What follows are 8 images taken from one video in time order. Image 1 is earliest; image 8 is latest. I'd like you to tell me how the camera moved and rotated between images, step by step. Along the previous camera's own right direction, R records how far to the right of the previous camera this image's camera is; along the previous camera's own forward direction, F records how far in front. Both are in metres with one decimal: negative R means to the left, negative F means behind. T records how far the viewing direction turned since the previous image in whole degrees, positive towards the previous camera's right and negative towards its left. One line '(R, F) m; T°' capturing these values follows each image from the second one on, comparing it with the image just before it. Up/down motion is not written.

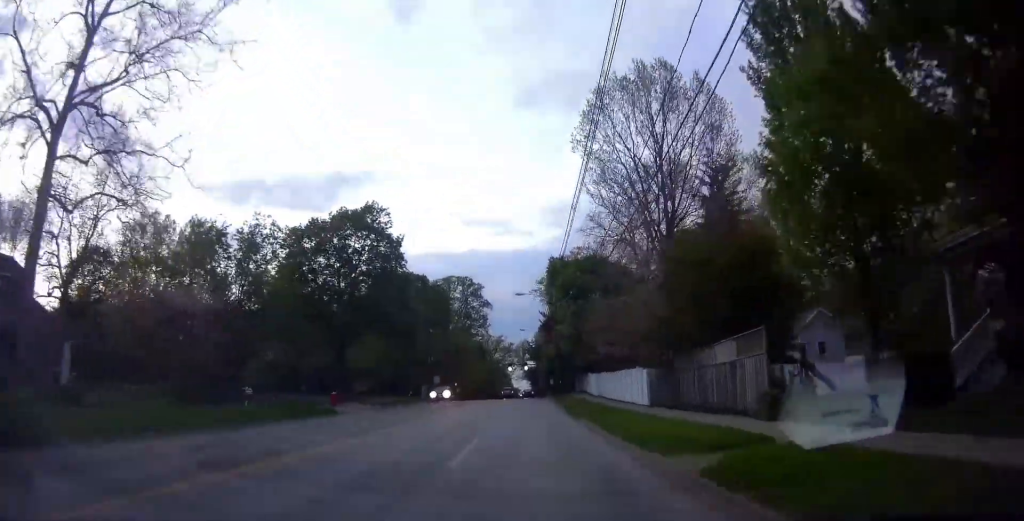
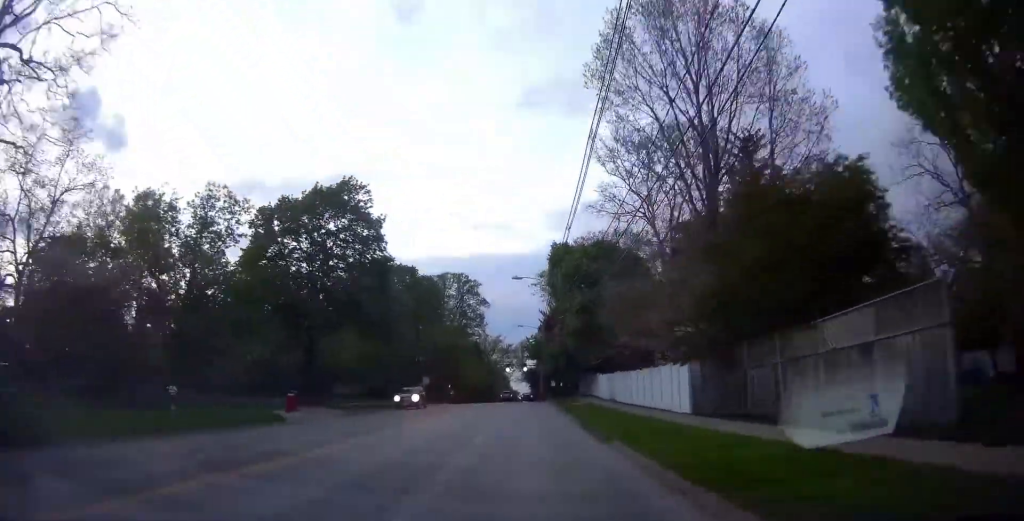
(0.0, +7.9) m; 0°
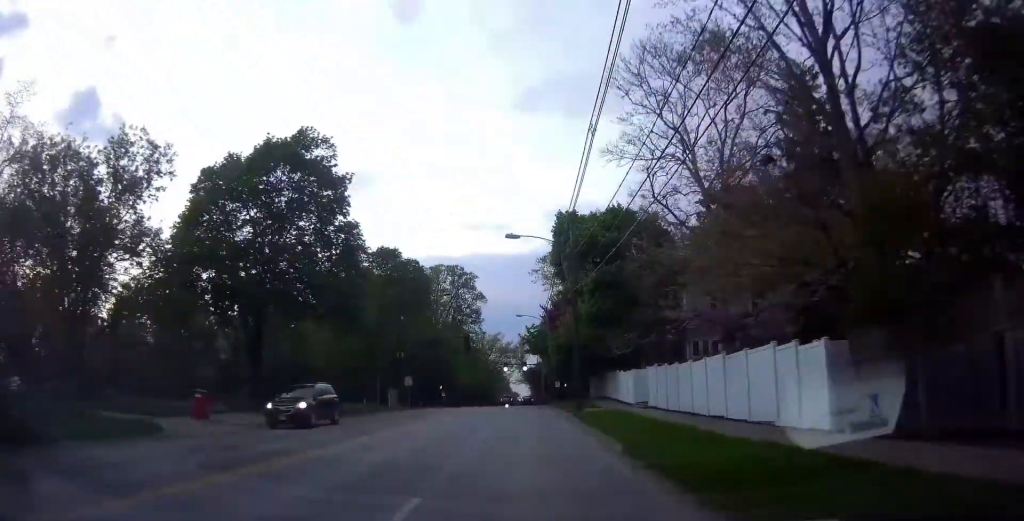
(0.0, +10.7) m; 0°
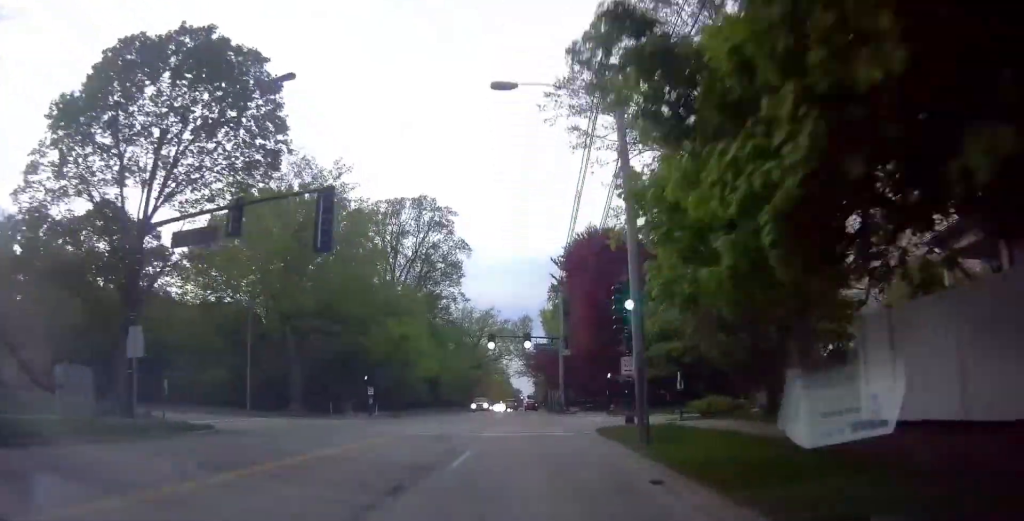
(0.0, +43.8) m; 0°
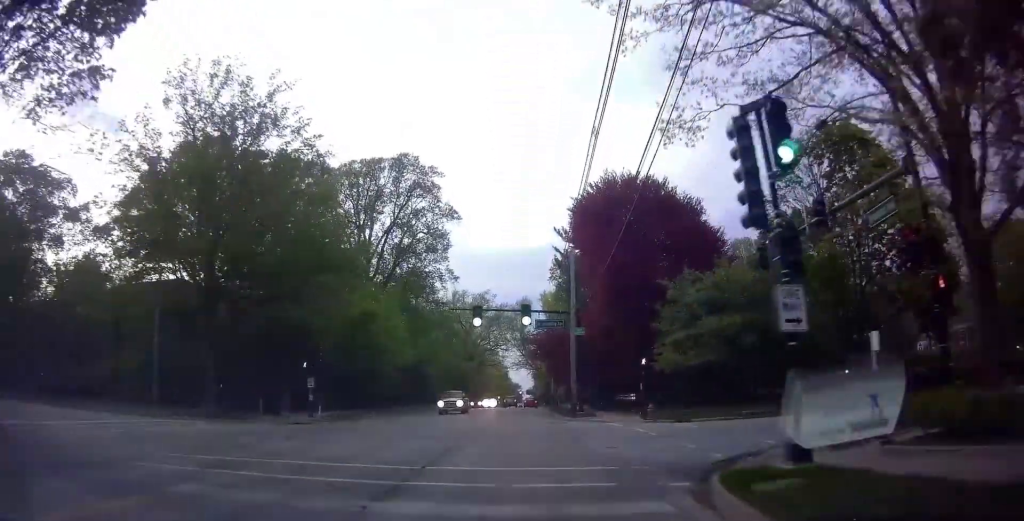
(0.0, +13.7) m; 0°
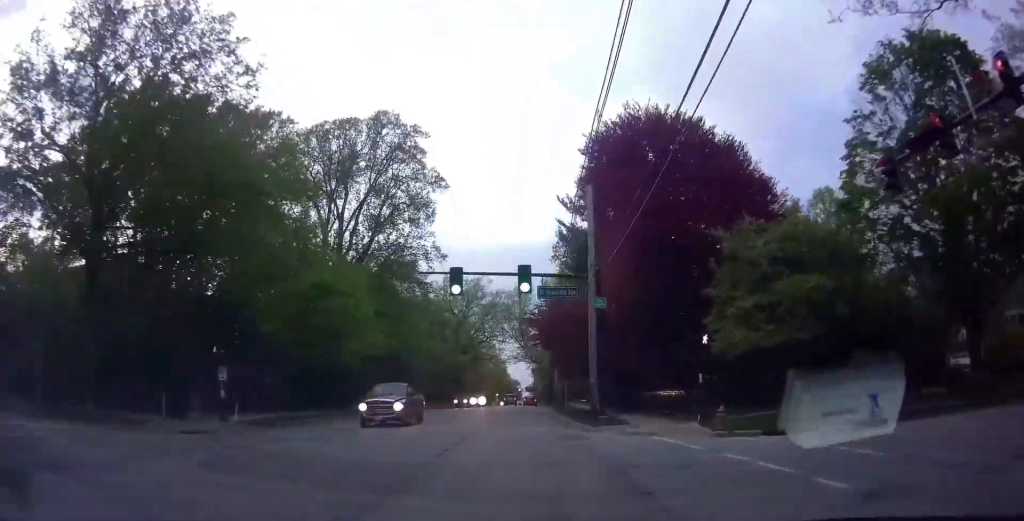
(0.0, +10.5) m; 0°
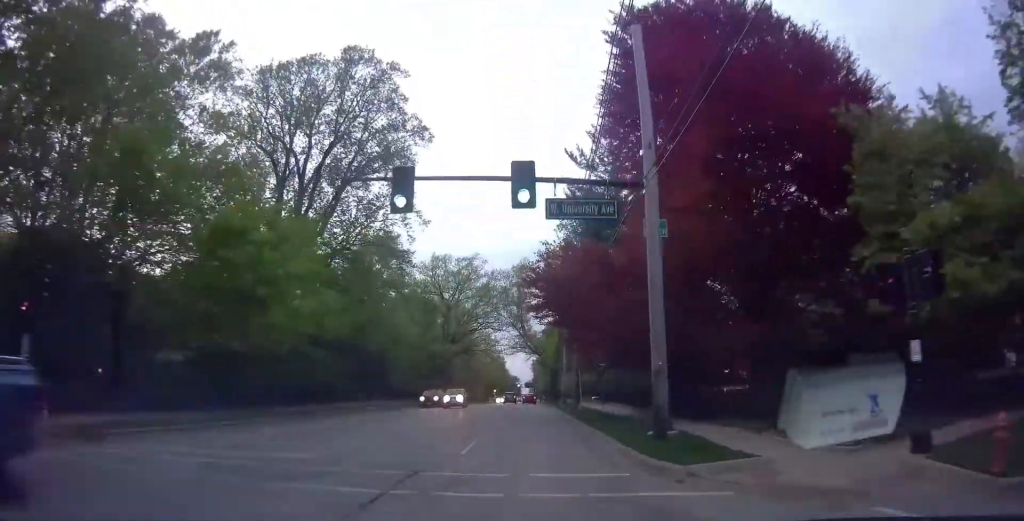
(0.0, +12.0) m; 0°
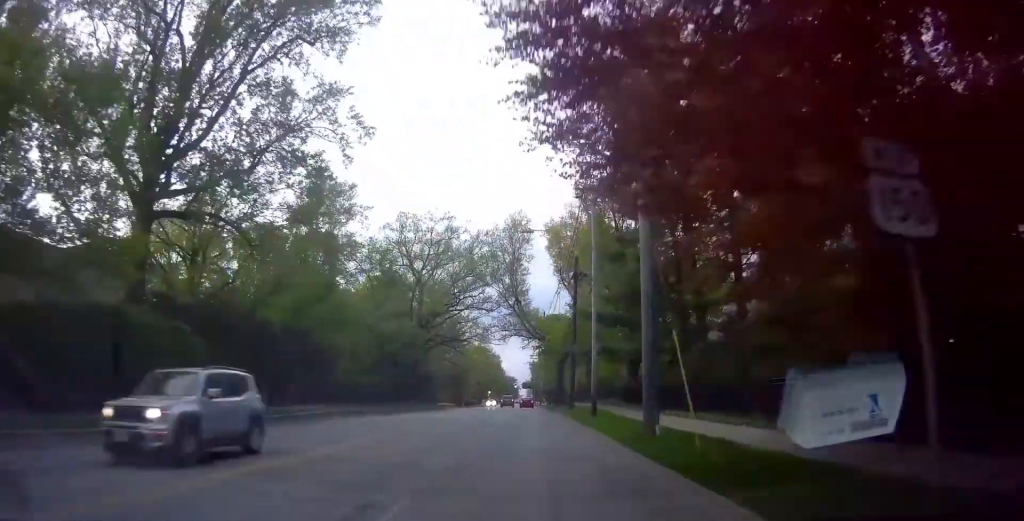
(0.0, +19.5) m; 0°
